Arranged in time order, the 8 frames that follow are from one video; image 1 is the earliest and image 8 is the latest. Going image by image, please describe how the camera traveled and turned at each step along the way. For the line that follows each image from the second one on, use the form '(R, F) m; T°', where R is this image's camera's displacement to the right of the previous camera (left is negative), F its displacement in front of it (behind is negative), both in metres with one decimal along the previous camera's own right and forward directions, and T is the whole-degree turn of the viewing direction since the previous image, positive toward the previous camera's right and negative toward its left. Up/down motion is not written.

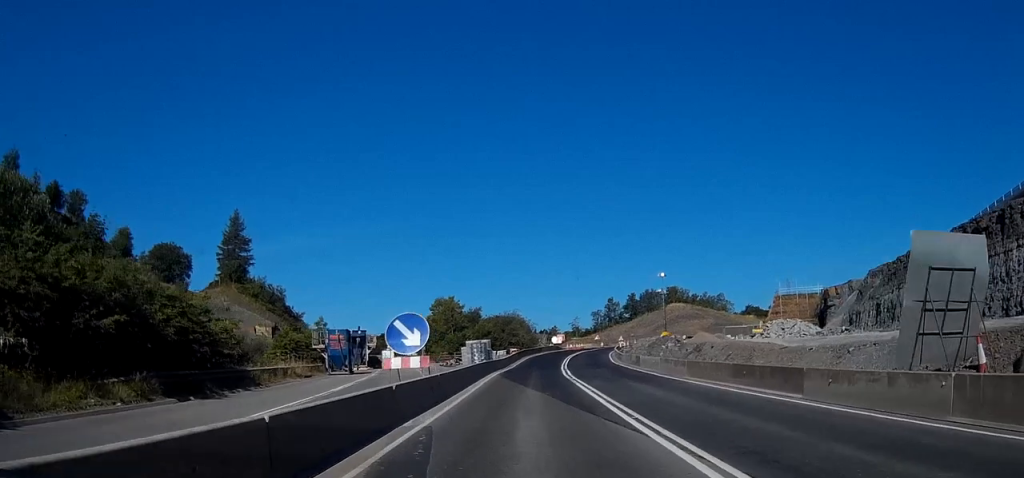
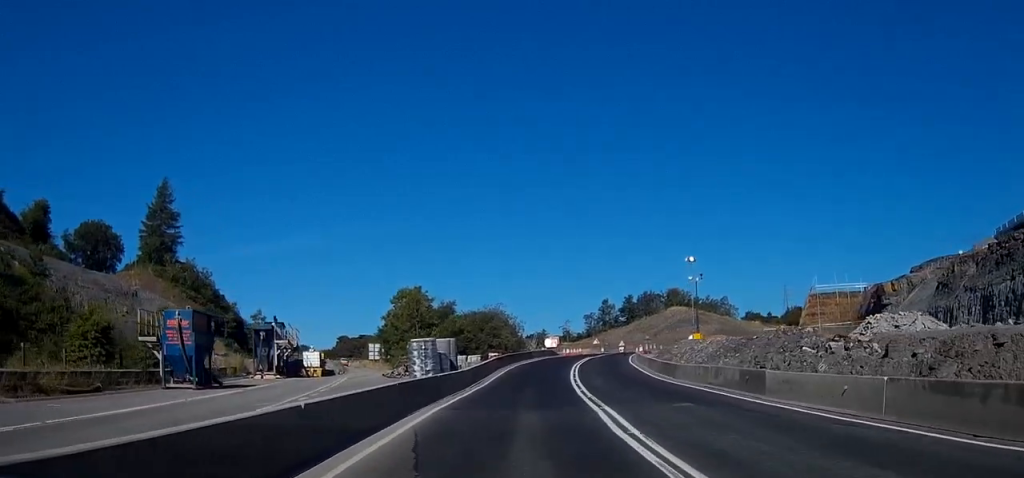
(+0.4, +23.3) m; +1°
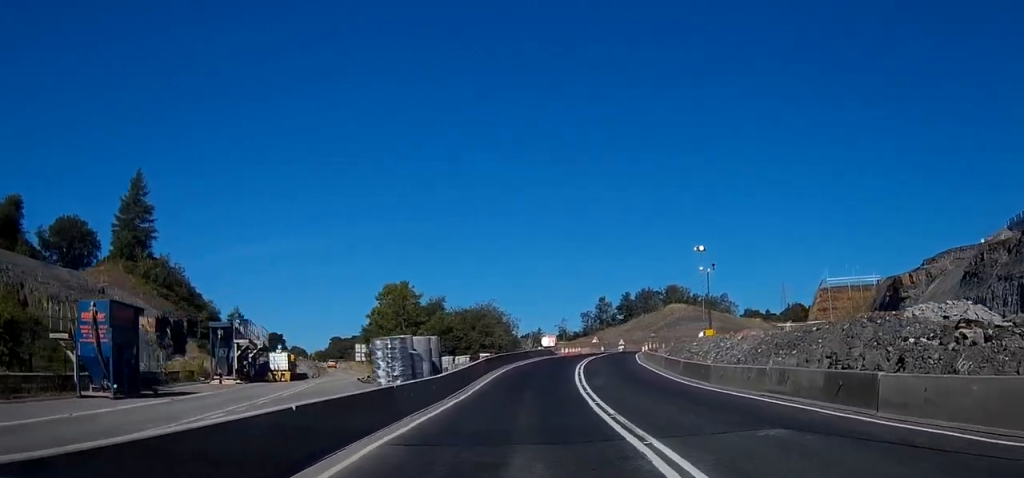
(0.0, +6.2) m; 0°
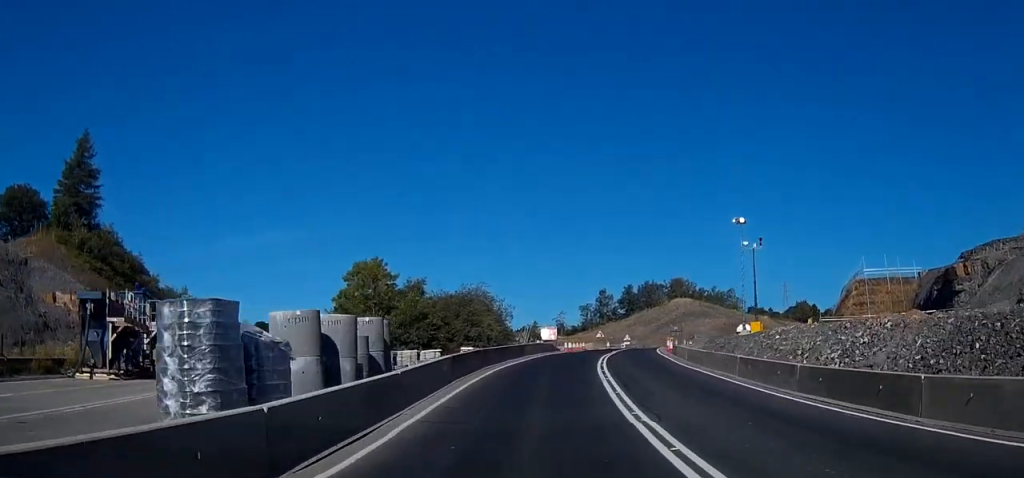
(-0.1, +13.5) m; 0°
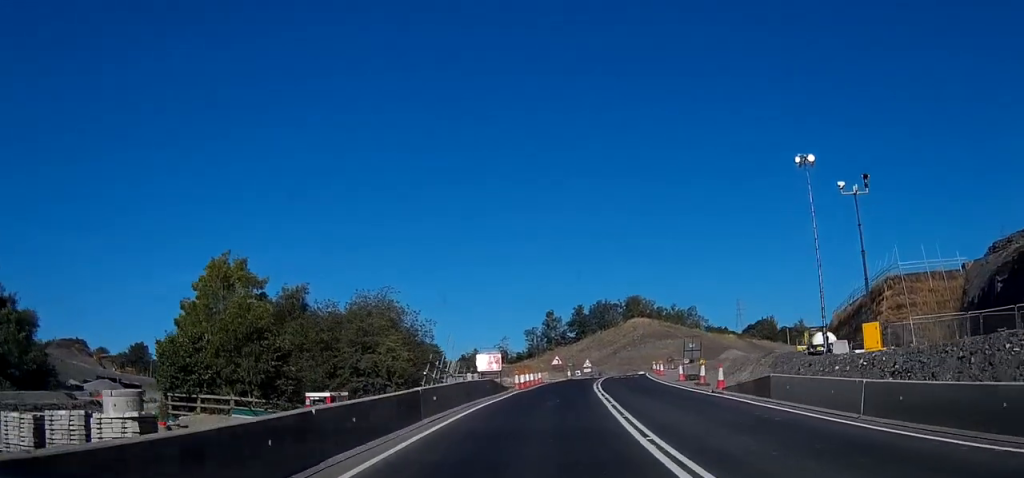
(+0.4, +22.9) m; +3°
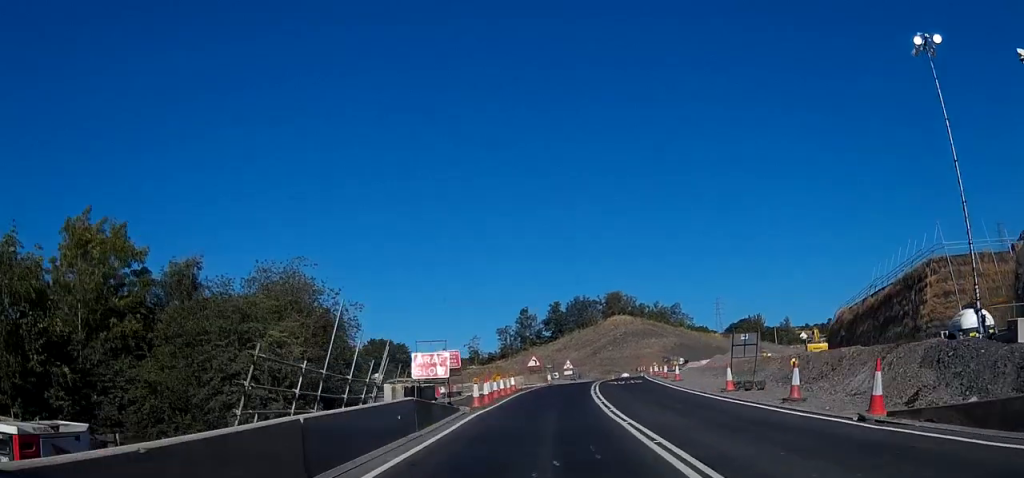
(+0.4, +13.2) m; +3°
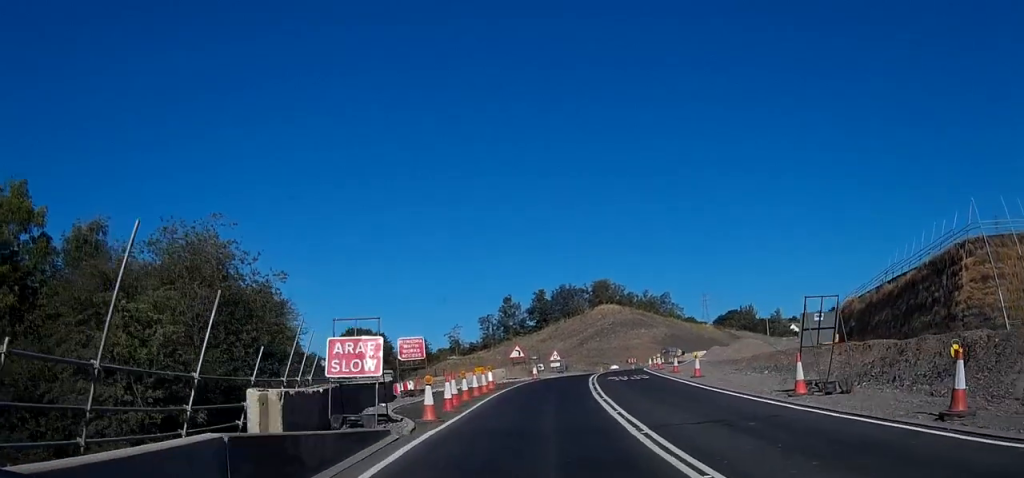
(+0.2, +7.6) m; +2°
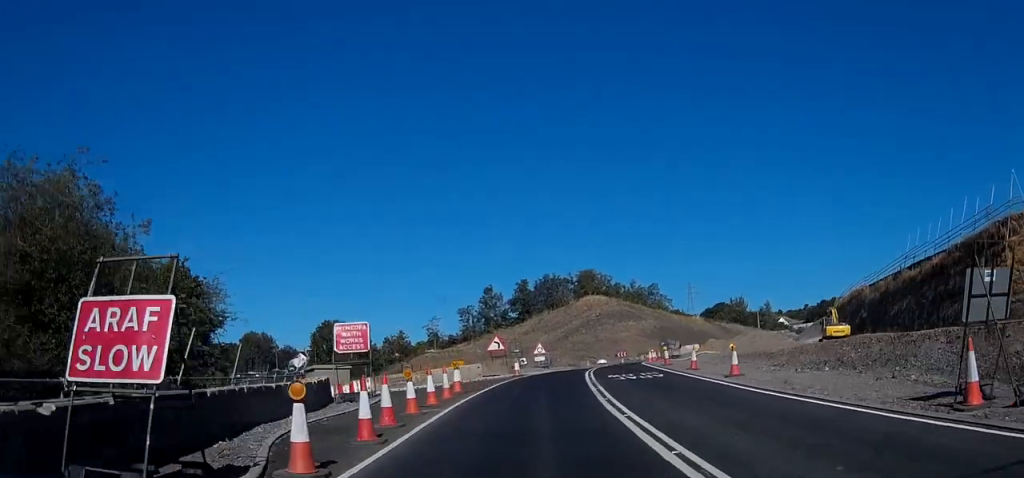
(+0.1, +7.5) m; +1°
